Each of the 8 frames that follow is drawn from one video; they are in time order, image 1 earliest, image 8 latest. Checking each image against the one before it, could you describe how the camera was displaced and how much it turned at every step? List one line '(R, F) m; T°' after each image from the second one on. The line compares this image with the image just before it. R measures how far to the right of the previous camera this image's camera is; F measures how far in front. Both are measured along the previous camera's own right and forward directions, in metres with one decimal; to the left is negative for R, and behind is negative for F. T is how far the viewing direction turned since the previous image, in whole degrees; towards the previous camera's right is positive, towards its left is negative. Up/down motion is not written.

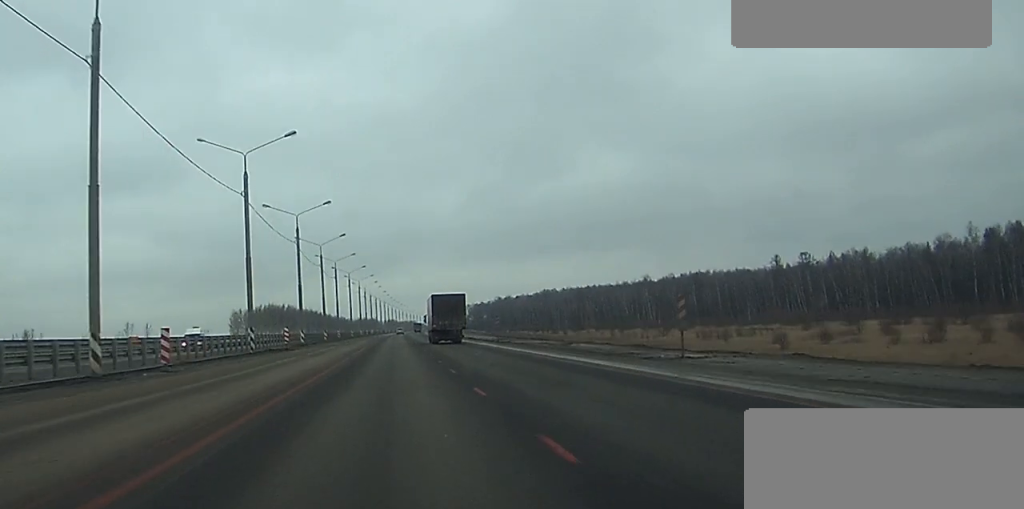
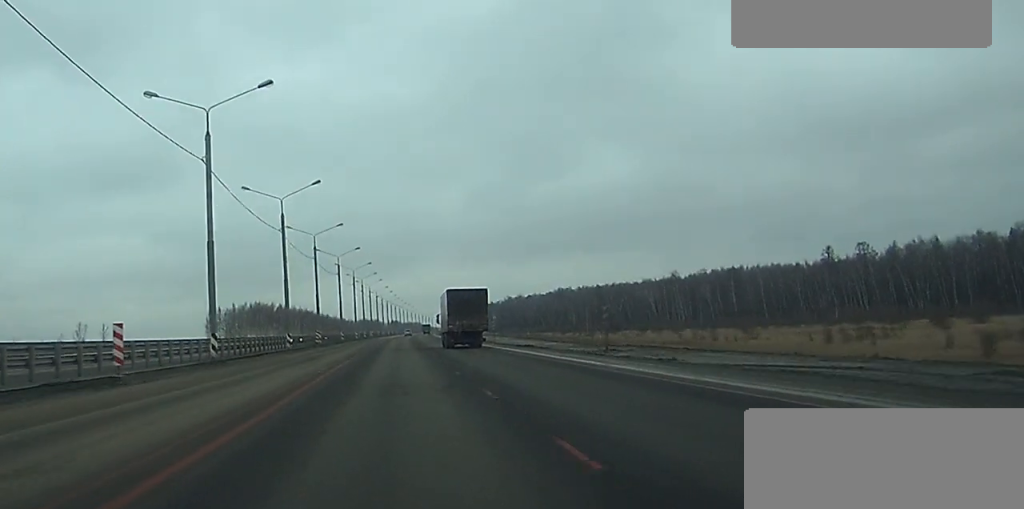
(-0.1, +40.1) m; 0°
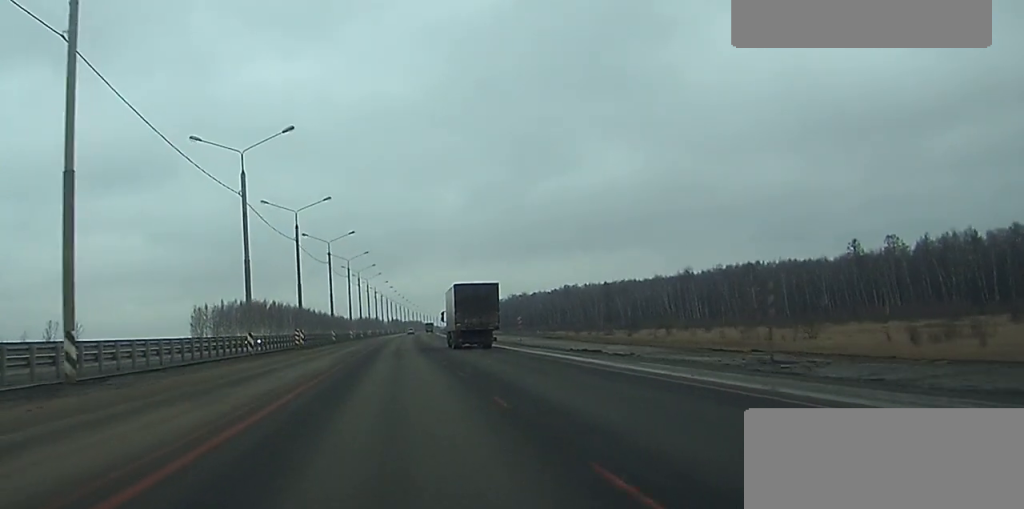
(0.0, +18.3) m; 0°
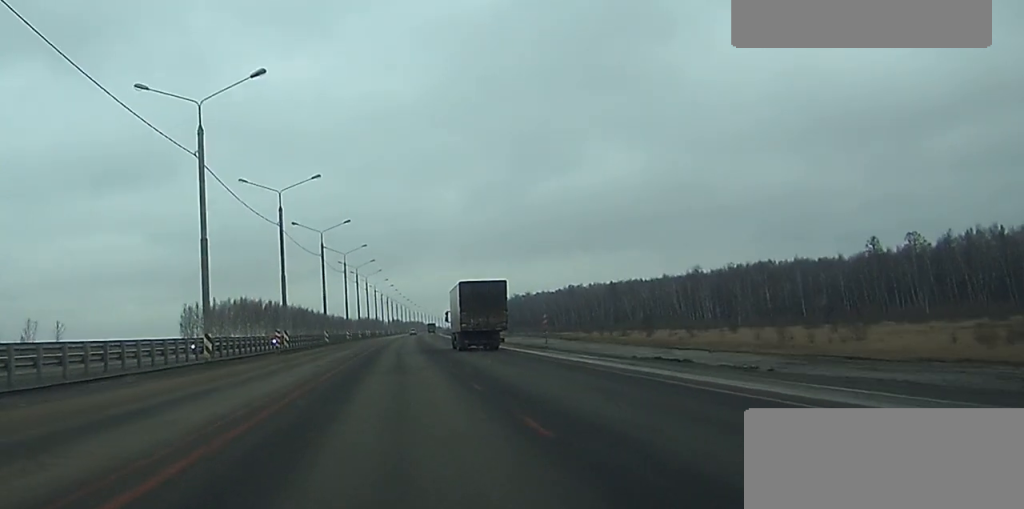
(0.0, +12.2) m; 0°
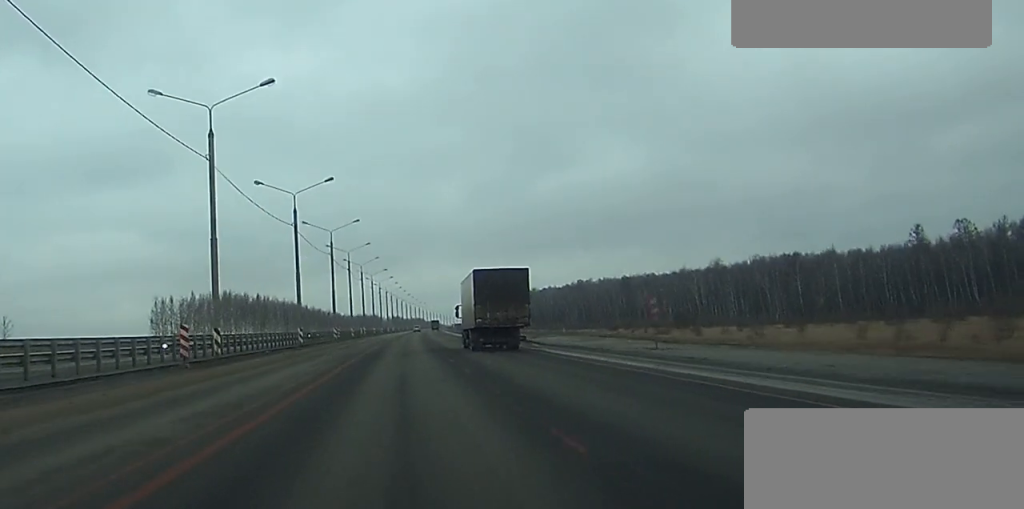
(0.0, +25.3) m; 0°
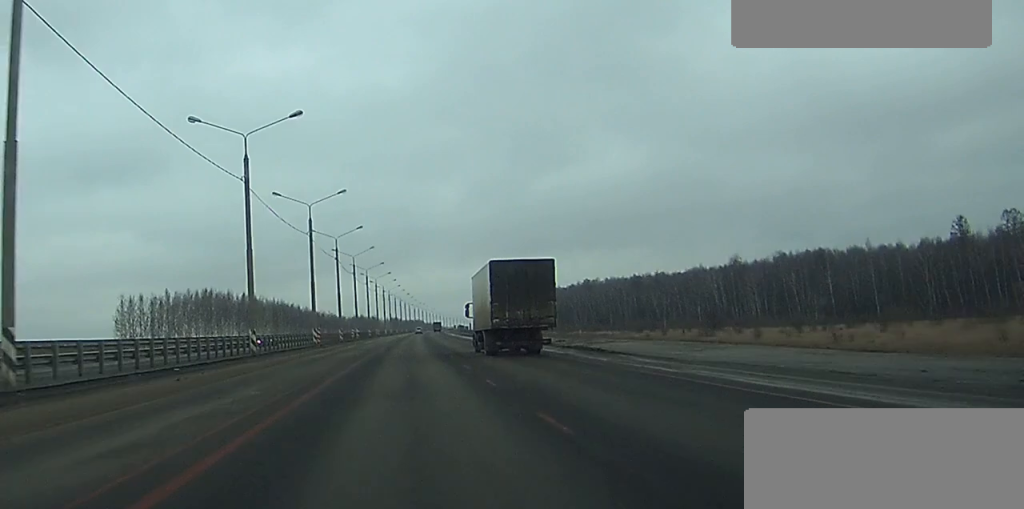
(0.0, +22.5) m; 0°
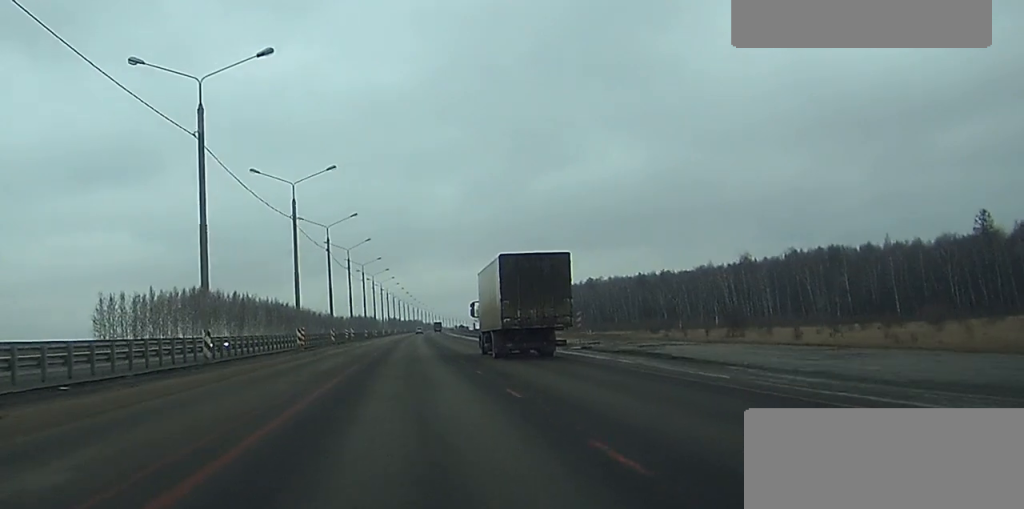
(0.0, +11.2) m; 0°
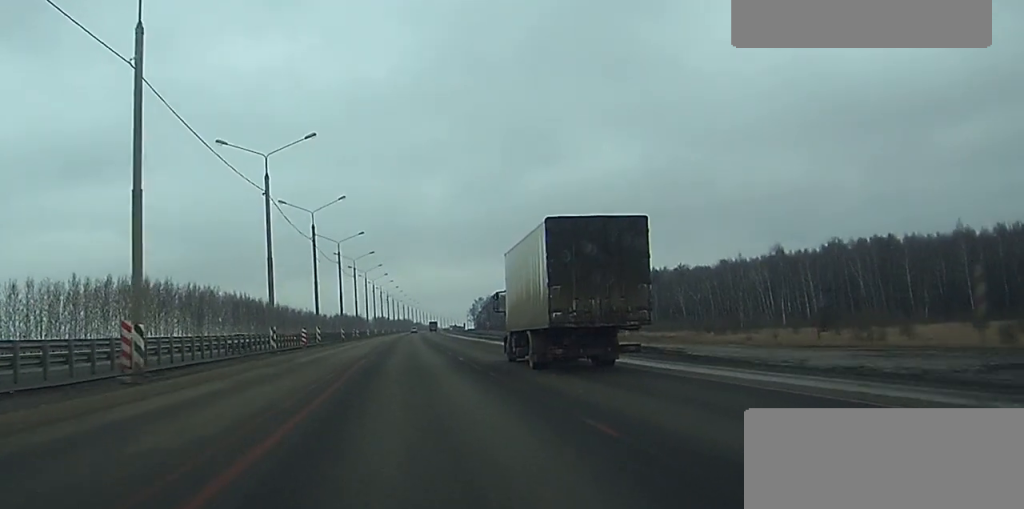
(+0.2, +37.9) m; 0°
